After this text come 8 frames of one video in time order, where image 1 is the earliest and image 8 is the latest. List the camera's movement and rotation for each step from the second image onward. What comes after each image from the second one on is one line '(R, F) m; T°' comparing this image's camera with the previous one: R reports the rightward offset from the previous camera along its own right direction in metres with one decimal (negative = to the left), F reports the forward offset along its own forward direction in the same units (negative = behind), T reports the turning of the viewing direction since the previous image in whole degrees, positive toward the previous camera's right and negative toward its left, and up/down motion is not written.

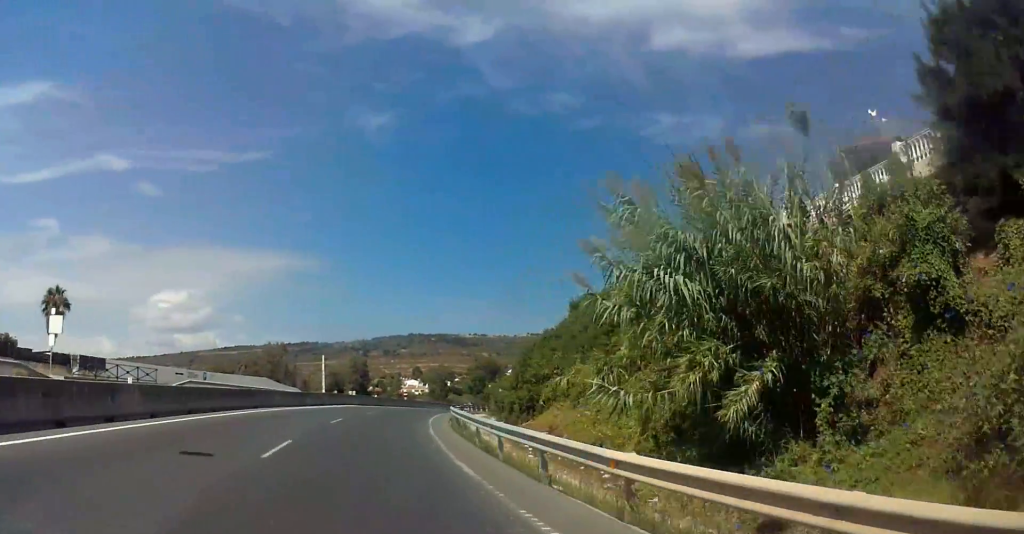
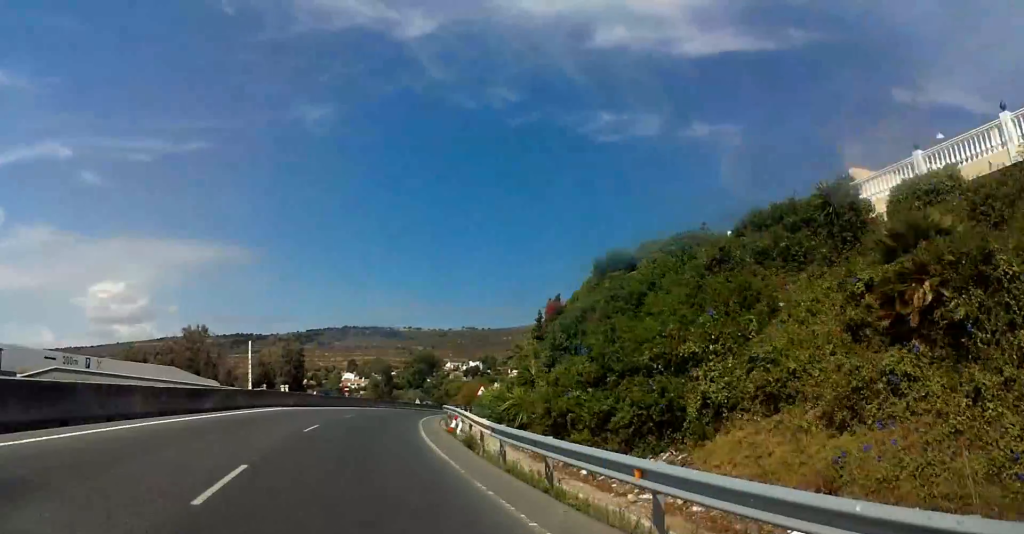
(+1.4, +16.5) m; +8°
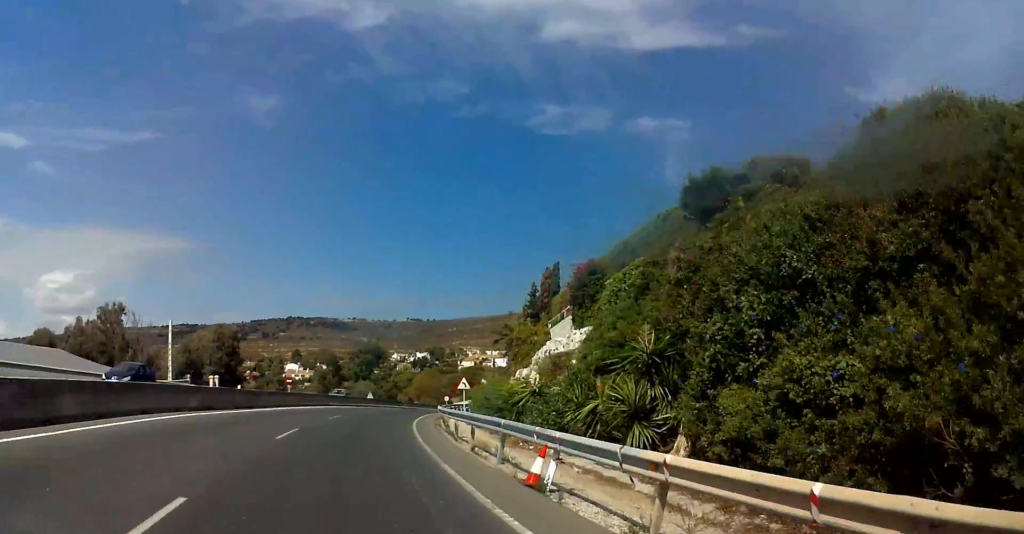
(+1.0, +15.8) m; +4°
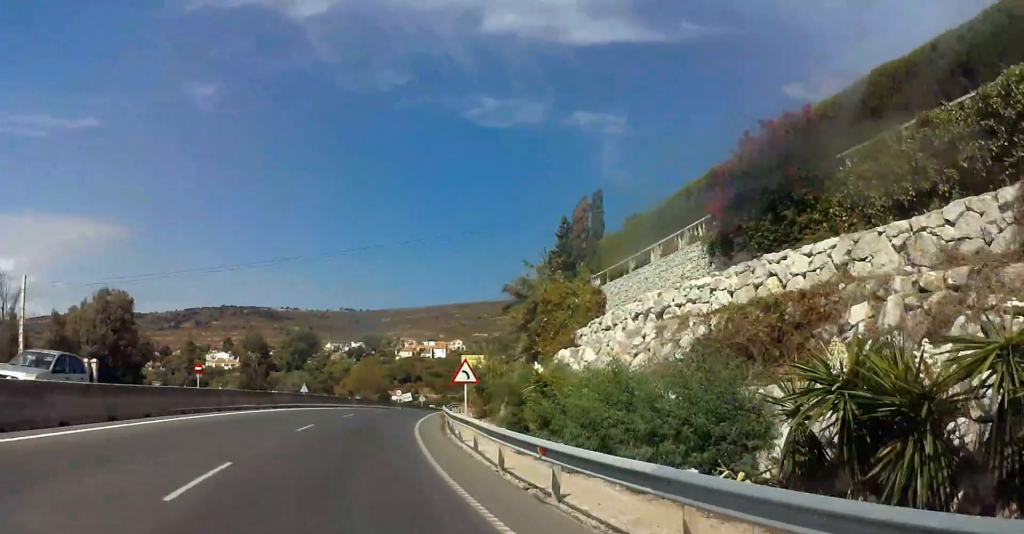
(+0.5, +21.9) m; +4°
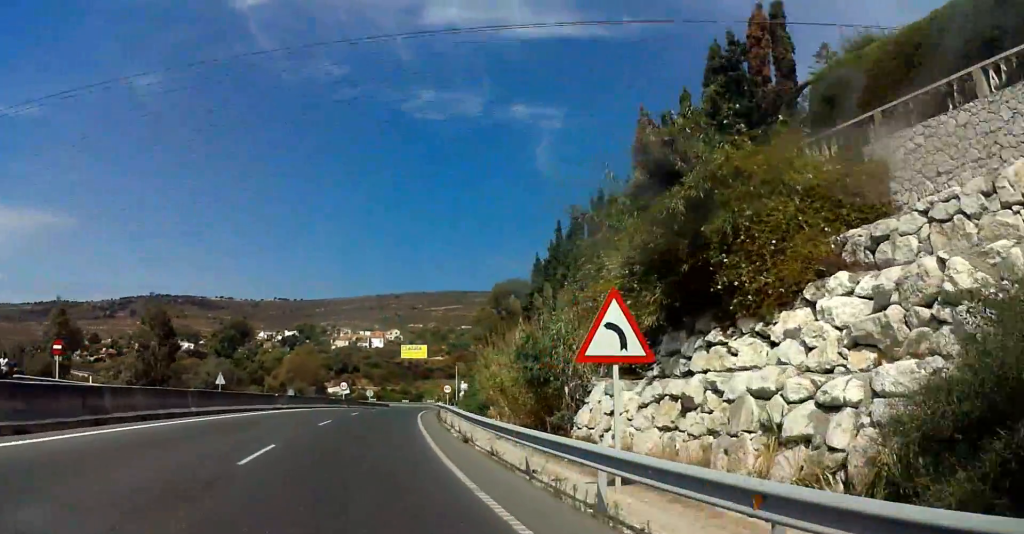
(+0.5, +21.6) m; +2°
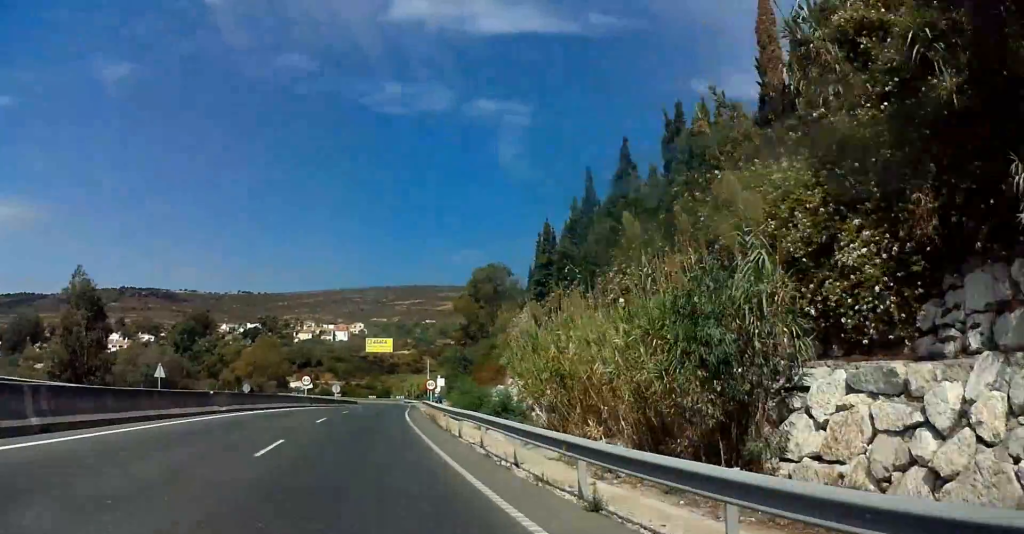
(-0.7, +10.8) m; +4°
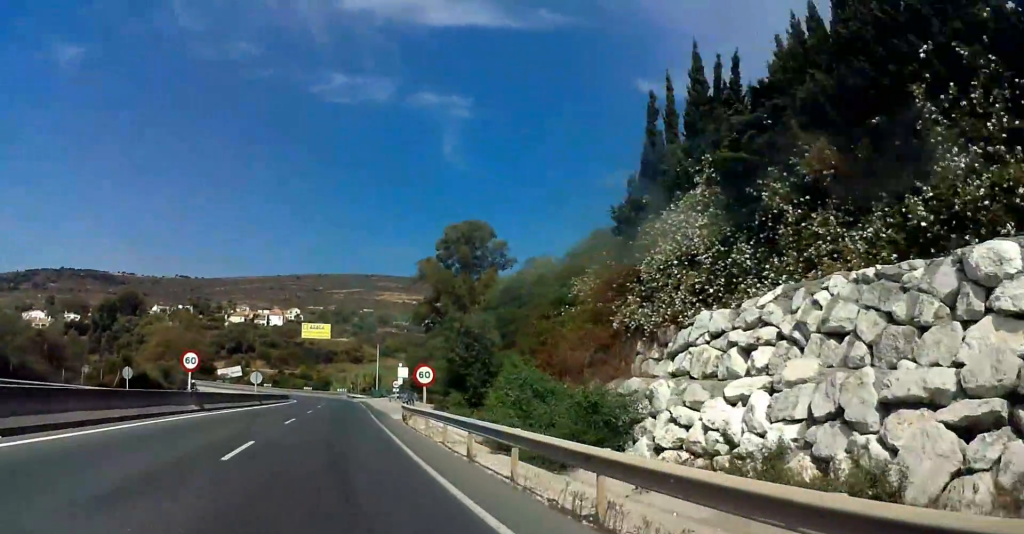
(+3.1, +26.5) m; +7°
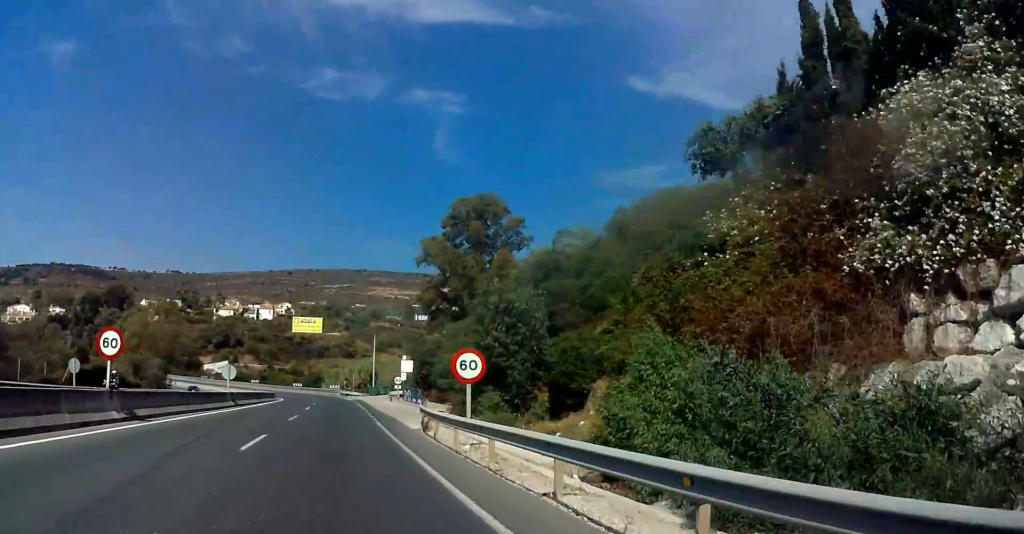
(-0.2, +10.3) m; 0°
